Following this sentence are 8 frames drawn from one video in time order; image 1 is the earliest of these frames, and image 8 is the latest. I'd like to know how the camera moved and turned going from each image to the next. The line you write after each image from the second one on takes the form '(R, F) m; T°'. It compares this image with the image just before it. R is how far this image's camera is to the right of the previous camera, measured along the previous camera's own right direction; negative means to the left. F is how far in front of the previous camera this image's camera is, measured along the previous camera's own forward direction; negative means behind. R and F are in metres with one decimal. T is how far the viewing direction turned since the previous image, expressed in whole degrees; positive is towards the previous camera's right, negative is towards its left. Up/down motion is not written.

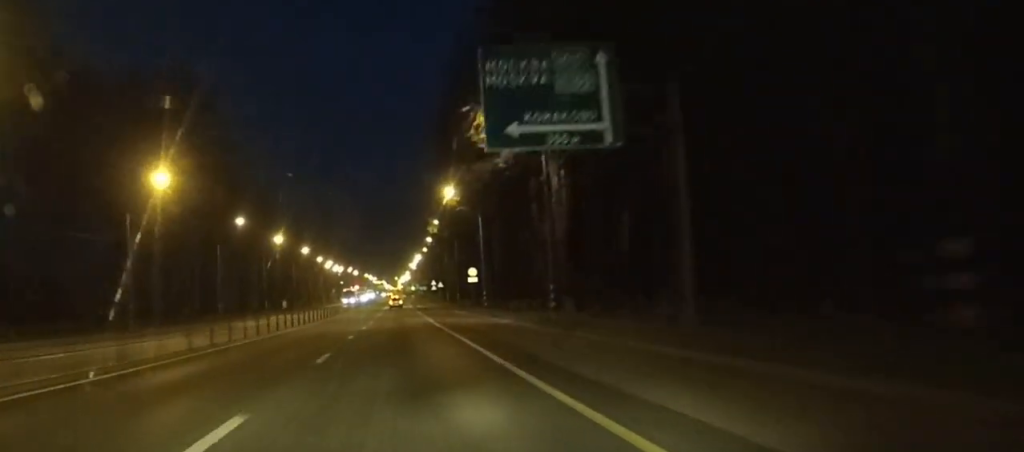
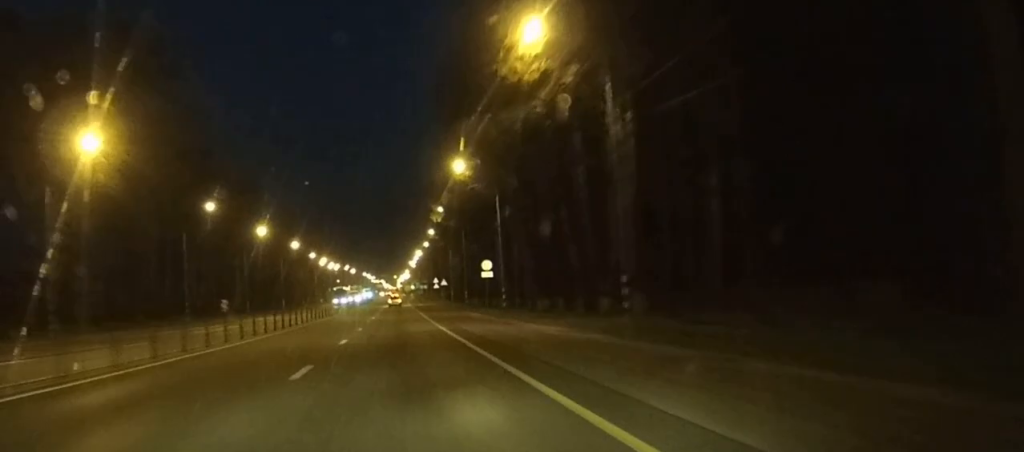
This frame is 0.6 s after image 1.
(0.0, +15.4) m; 0°
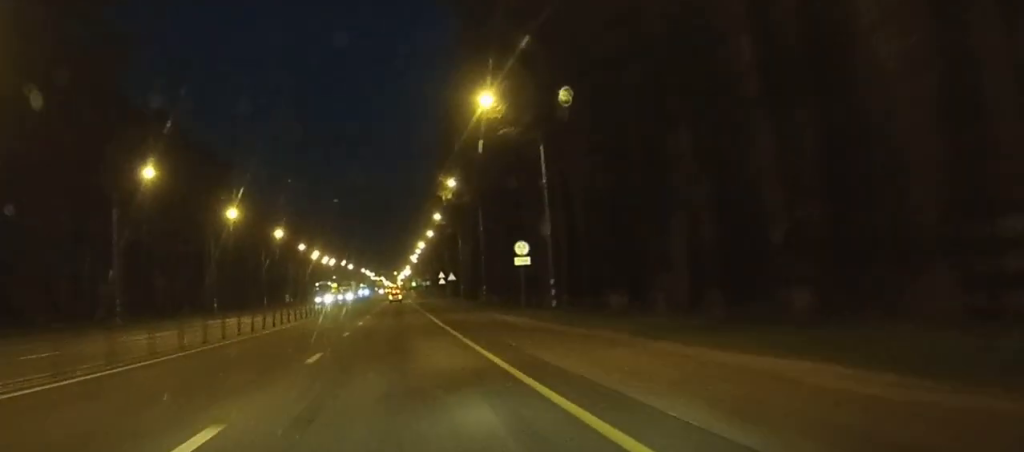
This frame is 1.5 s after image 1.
(+0.1, +21.0) m; 0°
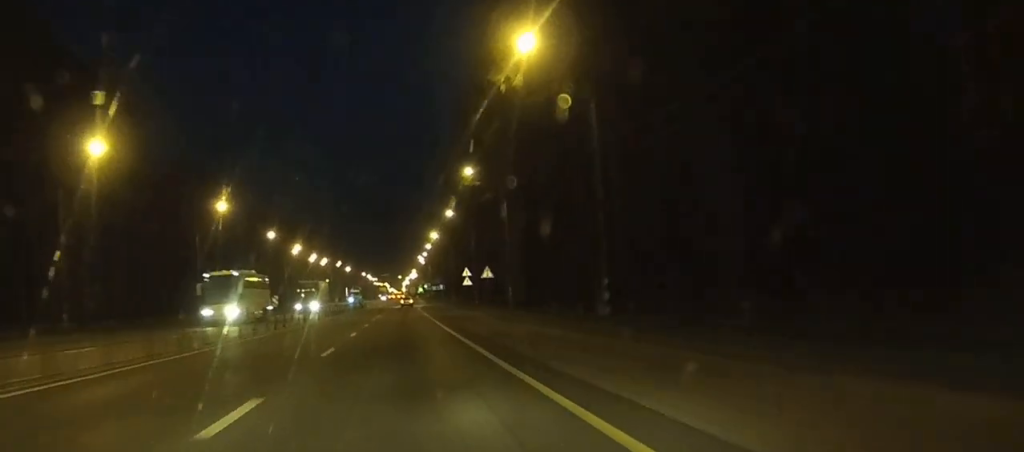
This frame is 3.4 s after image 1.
(-0.2, +45.7) m; 0°
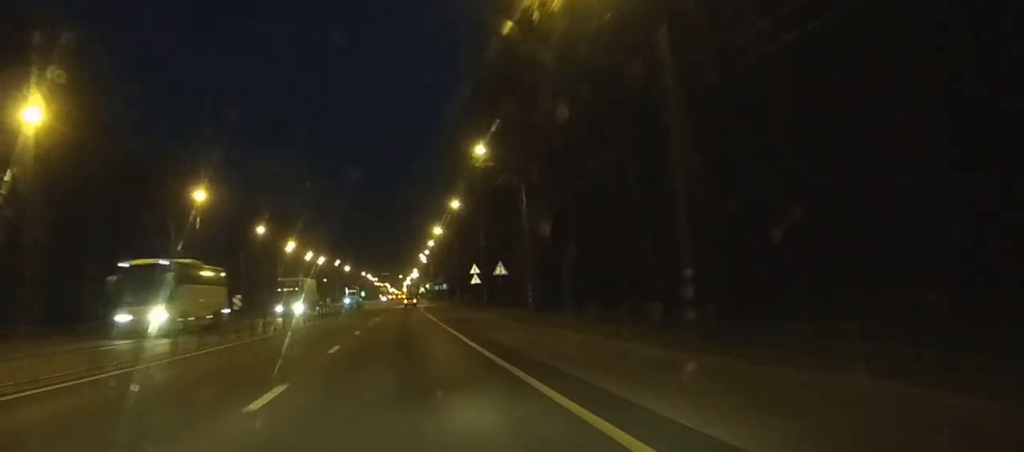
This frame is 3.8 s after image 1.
(0.0, +9.9) m; 0°
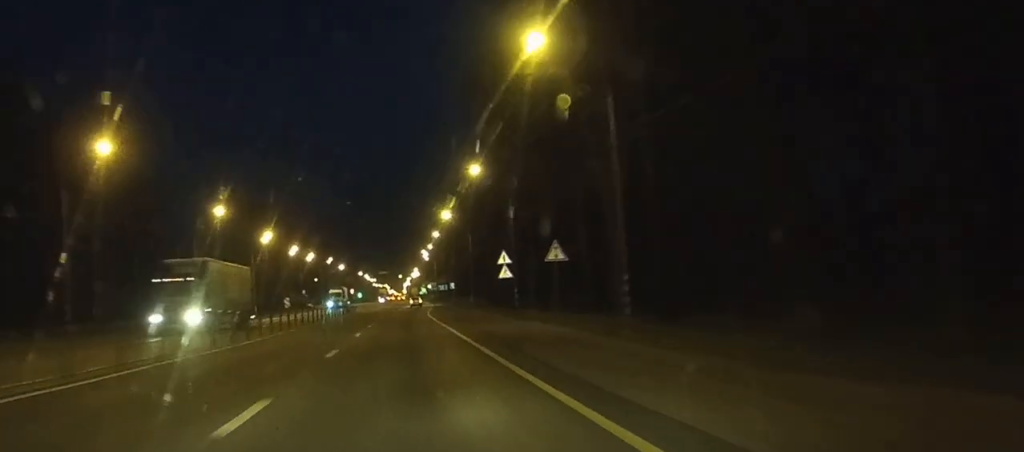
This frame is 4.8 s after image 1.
(0.0, +25.8) m; 0°
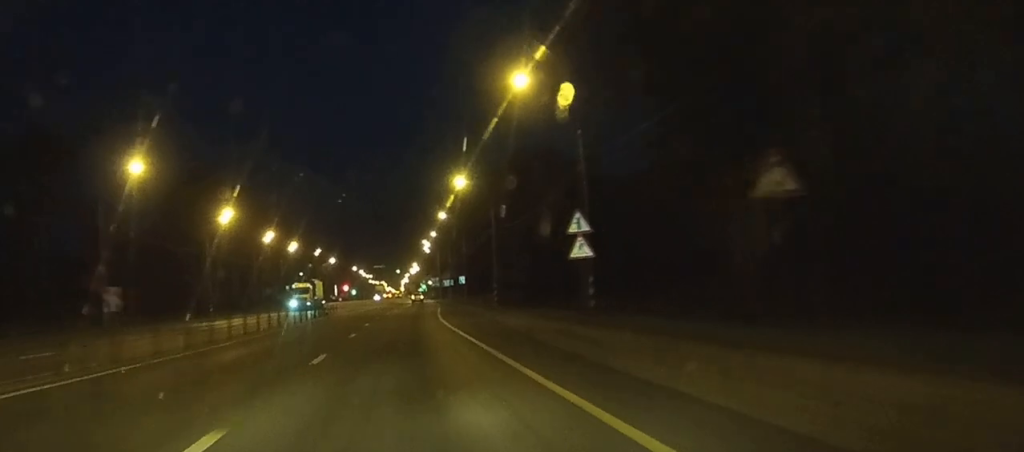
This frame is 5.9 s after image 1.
(+0.1, +27.8) m; +1°
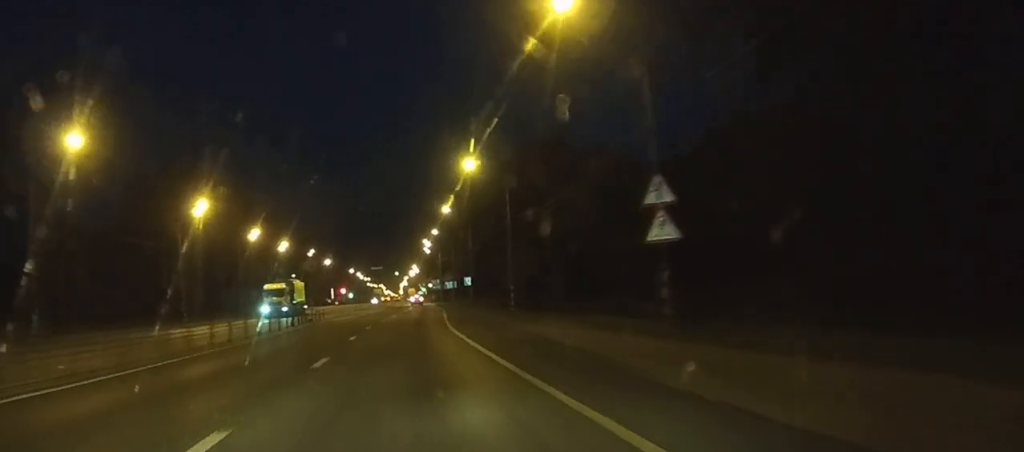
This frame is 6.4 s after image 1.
(+0.1, +11.8) m; 0°
